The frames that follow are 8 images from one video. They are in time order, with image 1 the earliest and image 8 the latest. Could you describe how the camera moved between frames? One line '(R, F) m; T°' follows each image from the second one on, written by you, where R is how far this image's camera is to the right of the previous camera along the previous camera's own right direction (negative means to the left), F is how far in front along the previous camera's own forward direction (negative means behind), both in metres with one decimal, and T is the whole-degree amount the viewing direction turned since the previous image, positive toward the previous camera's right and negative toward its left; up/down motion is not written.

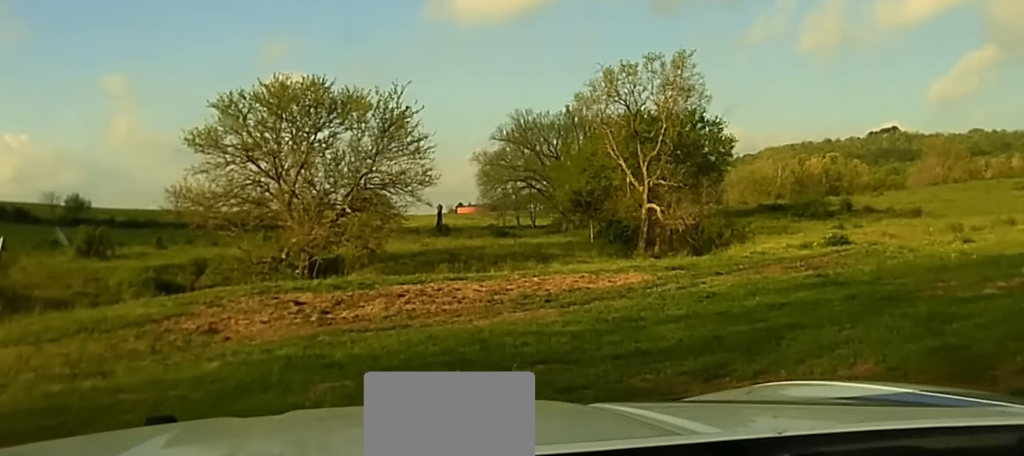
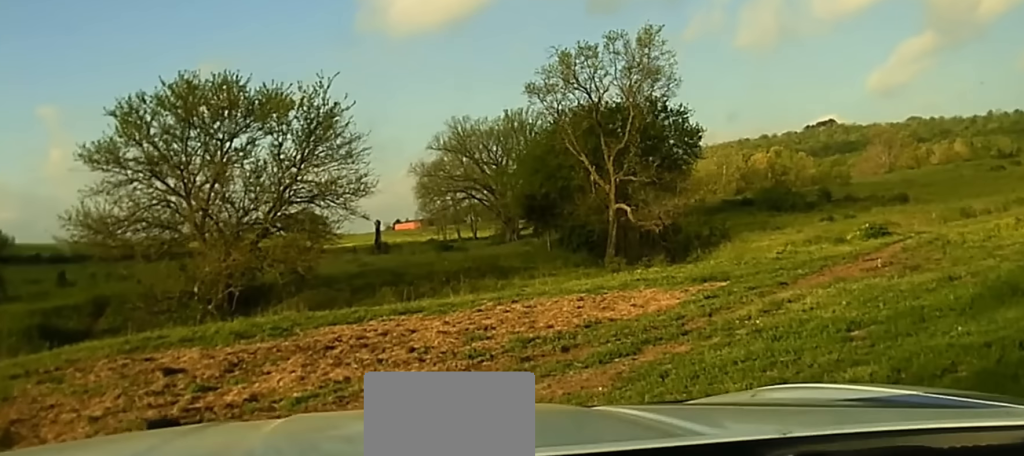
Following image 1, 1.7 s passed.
(-0.1, +6.5) m; +4°
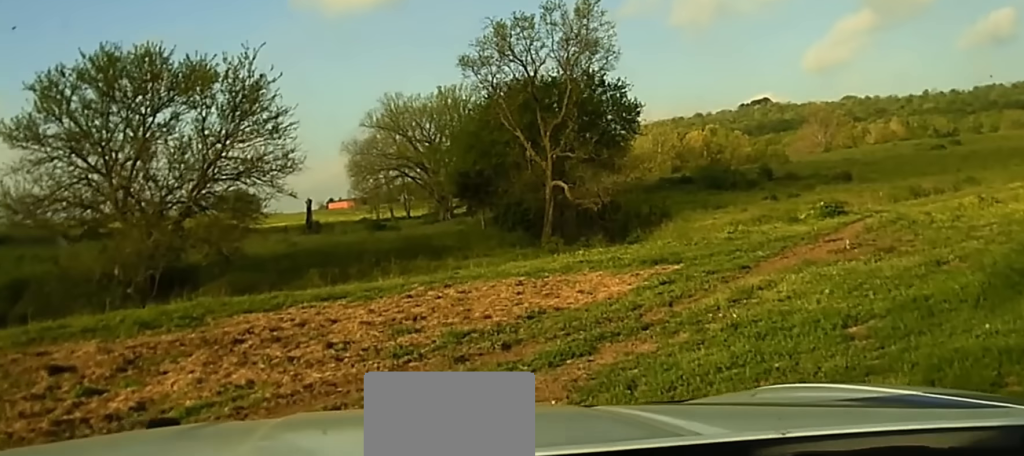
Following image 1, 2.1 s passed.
(0.0, +1.7) m; +6°
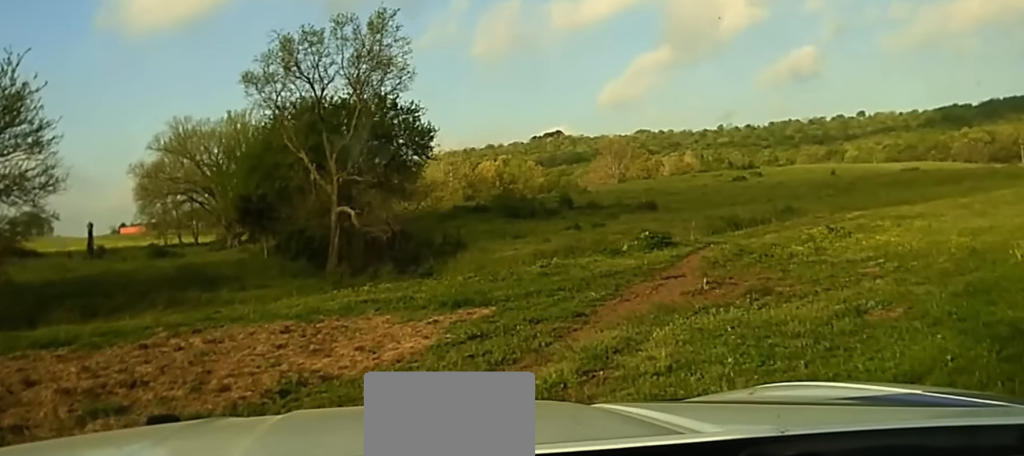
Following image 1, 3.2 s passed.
(+0.6, +3.7) m; +19°
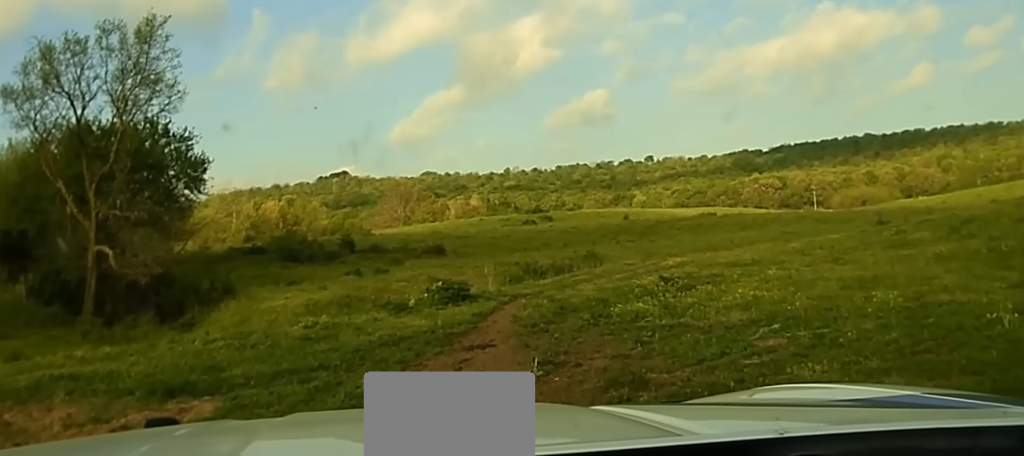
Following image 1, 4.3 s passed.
(+0.7, +4.0) m; +12°
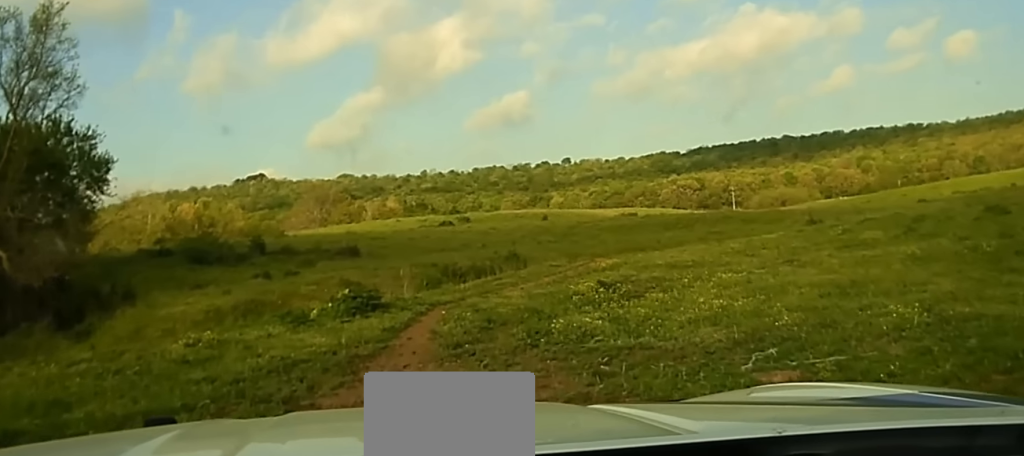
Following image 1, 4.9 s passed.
(0.0, +1.9) m; +2°
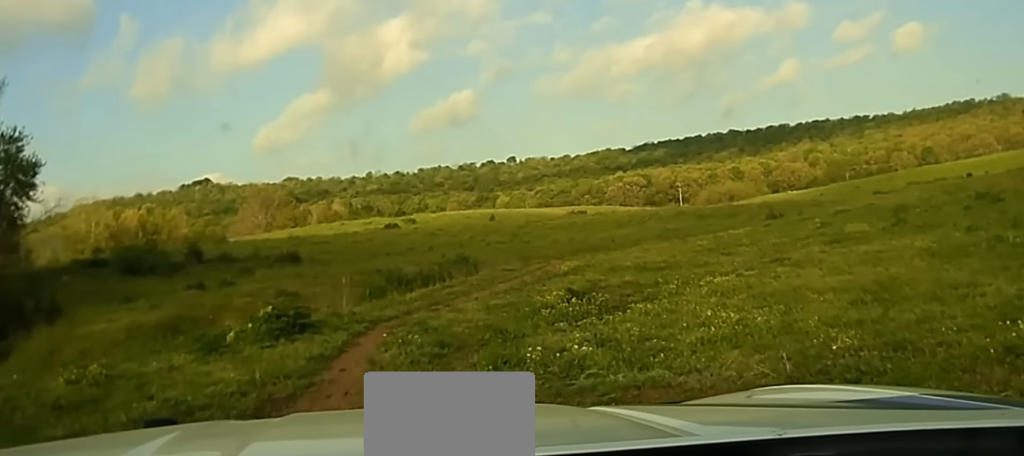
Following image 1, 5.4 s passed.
(0.0, +1.9) m; 0°
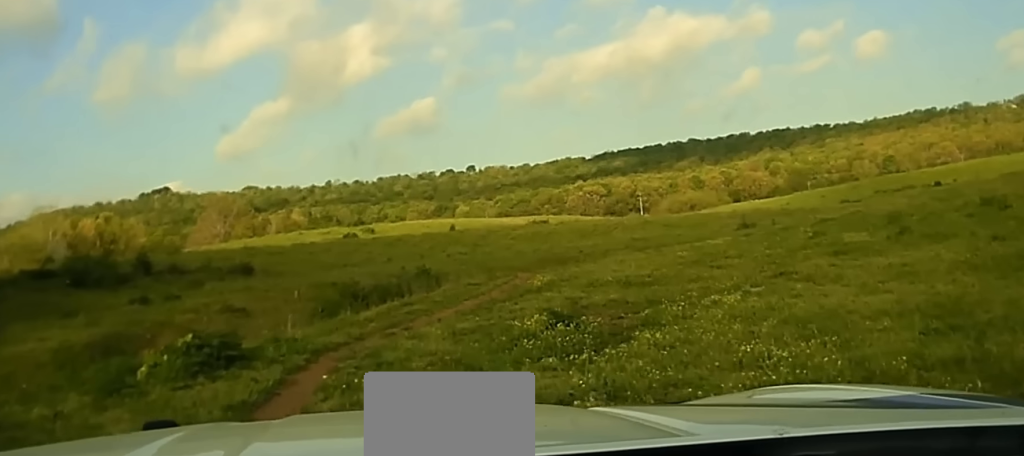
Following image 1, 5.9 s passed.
(0.0, +1.7) m; 0°
